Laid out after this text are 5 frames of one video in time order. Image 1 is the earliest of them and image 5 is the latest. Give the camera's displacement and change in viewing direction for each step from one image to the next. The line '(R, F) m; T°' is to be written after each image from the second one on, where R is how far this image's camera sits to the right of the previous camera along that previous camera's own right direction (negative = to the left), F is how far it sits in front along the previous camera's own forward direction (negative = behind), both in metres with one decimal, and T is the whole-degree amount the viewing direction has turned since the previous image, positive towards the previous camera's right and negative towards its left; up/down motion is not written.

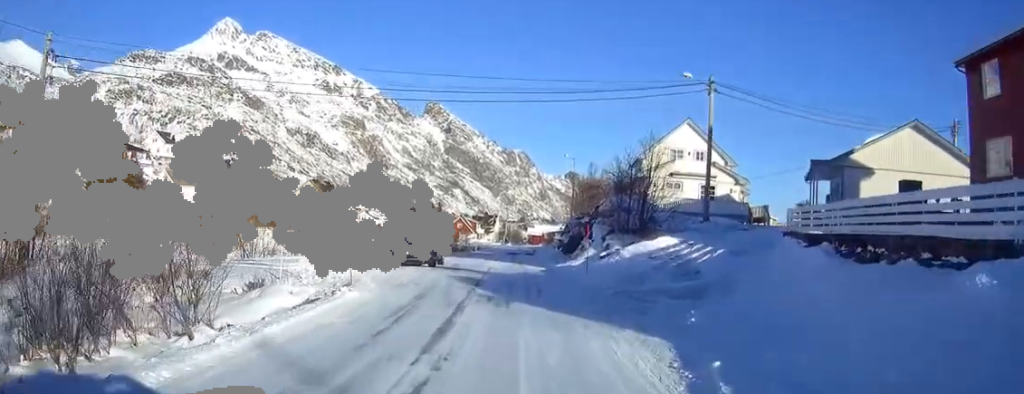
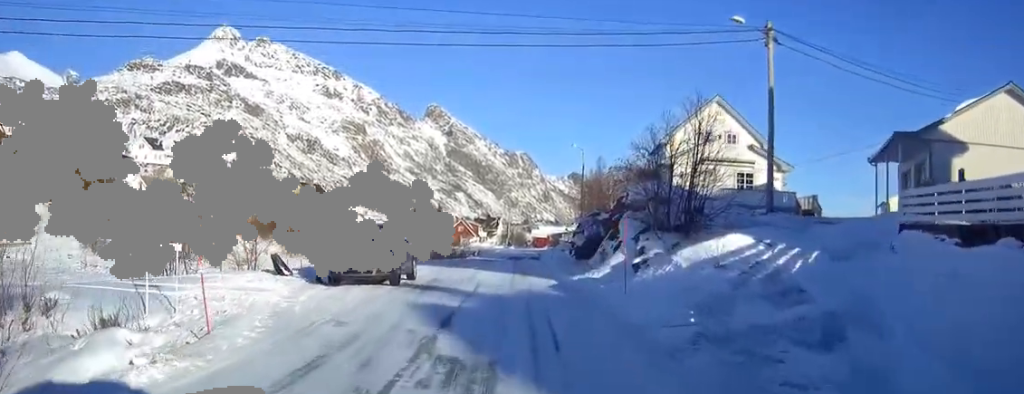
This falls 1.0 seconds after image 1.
(0.0, +8.7) m; 0°
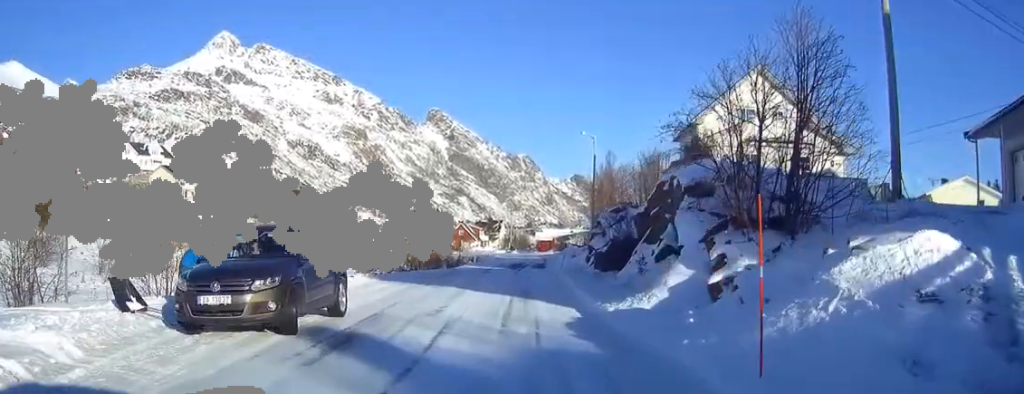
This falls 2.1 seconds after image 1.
(0.0, +9.2) m; 0°
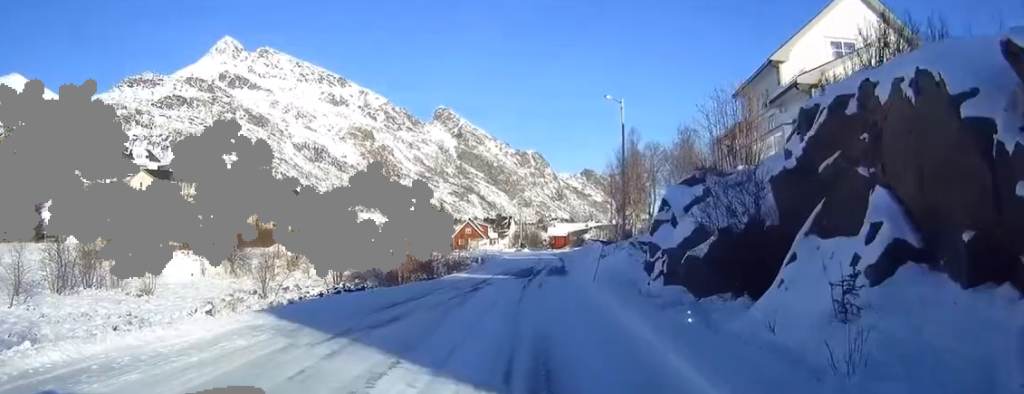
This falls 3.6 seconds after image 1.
(0.0, +12.6) m; +1°
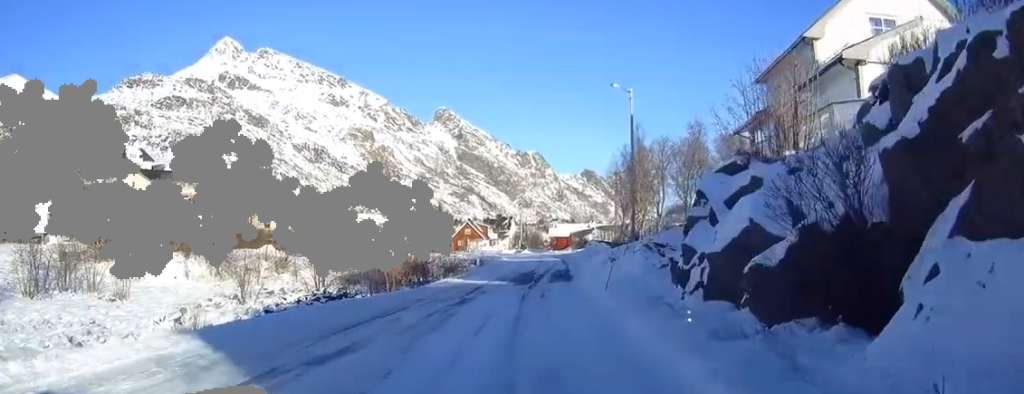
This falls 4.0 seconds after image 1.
(+0.1, +3.6) m; 0°
